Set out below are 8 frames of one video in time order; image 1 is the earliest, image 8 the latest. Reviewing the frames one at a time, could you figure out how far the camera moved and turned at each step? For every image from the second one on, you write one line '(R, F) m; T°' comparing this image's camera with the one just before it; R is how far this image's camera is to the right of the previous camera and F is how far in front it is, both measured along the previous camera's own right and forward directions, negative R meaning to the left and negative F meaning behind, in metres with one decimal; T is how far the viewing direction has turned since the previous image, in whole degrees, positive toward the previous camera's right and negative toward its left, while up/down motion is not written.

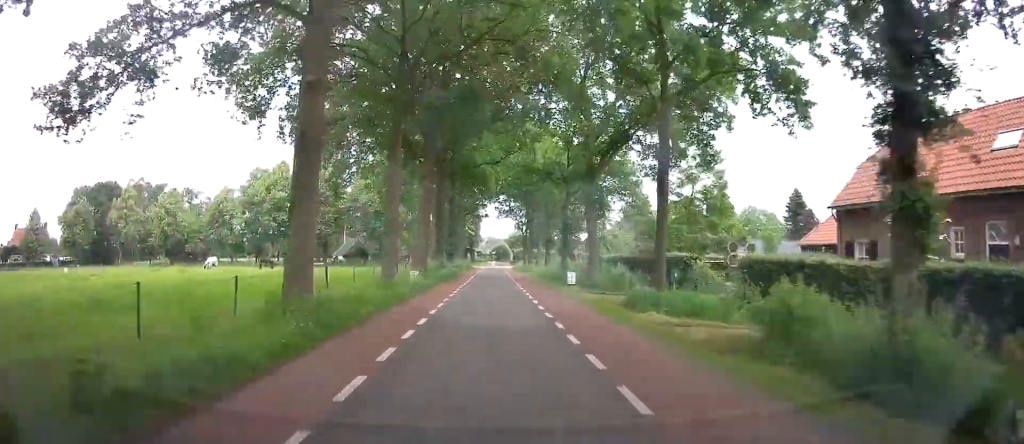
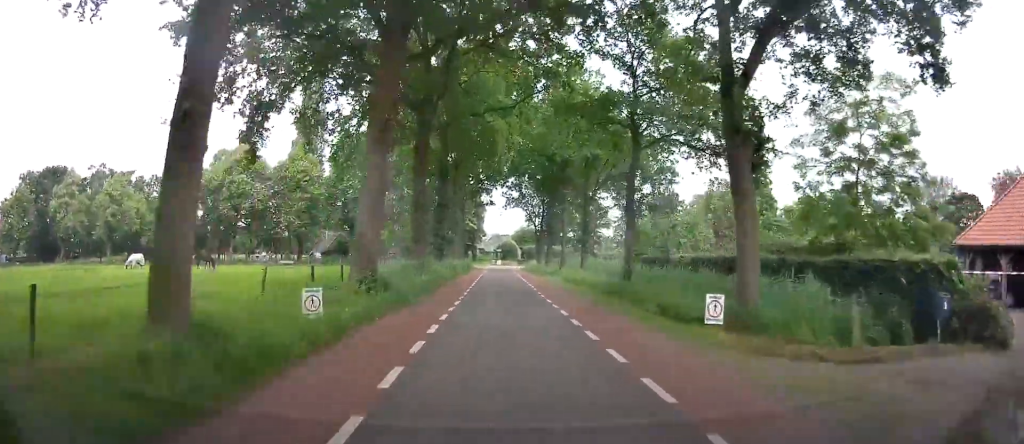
(-0.6, +14.5) m; -2°
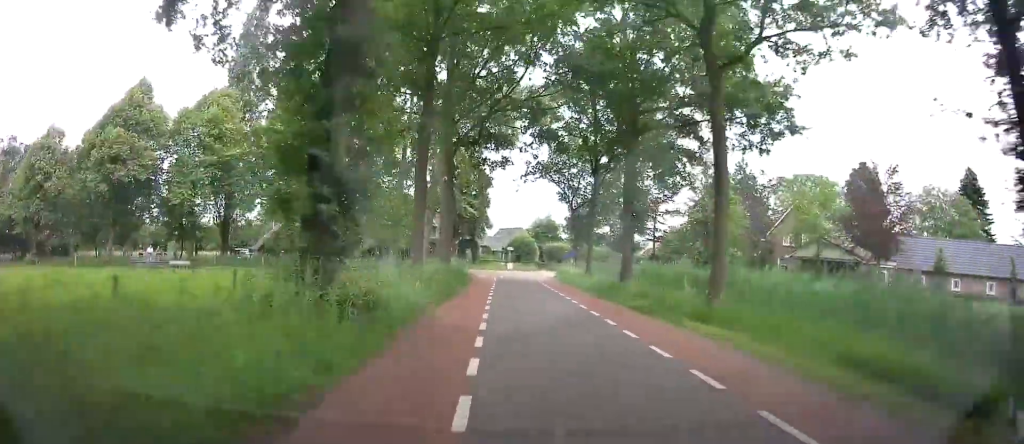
(+0.7, +24.7) m; +3°
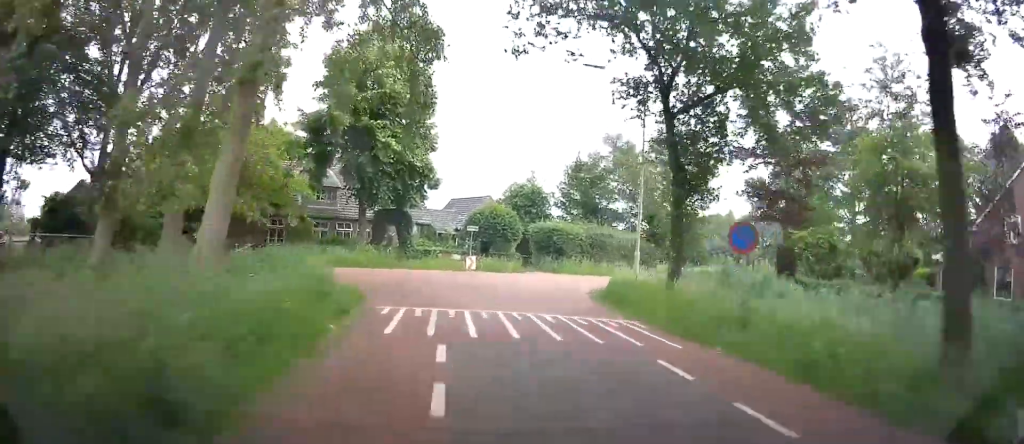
(+0.3, +26.7) m; +5°
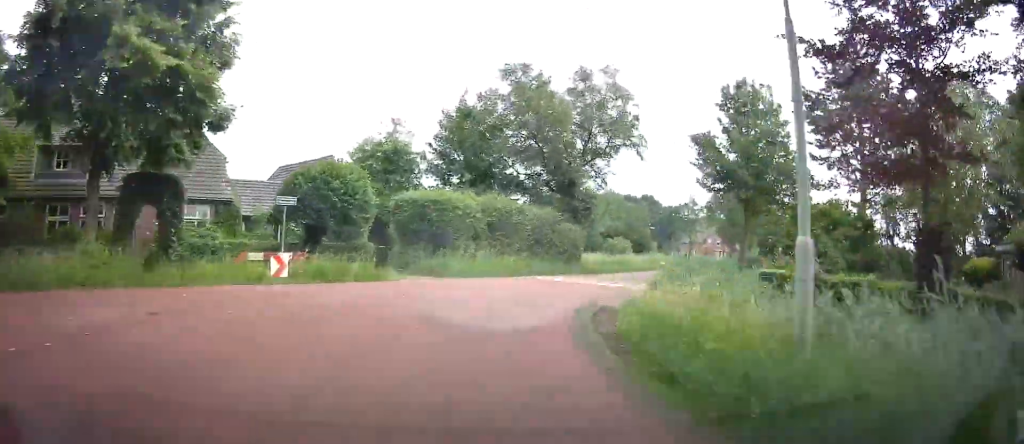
(+1.1, +15.6) m; +10°
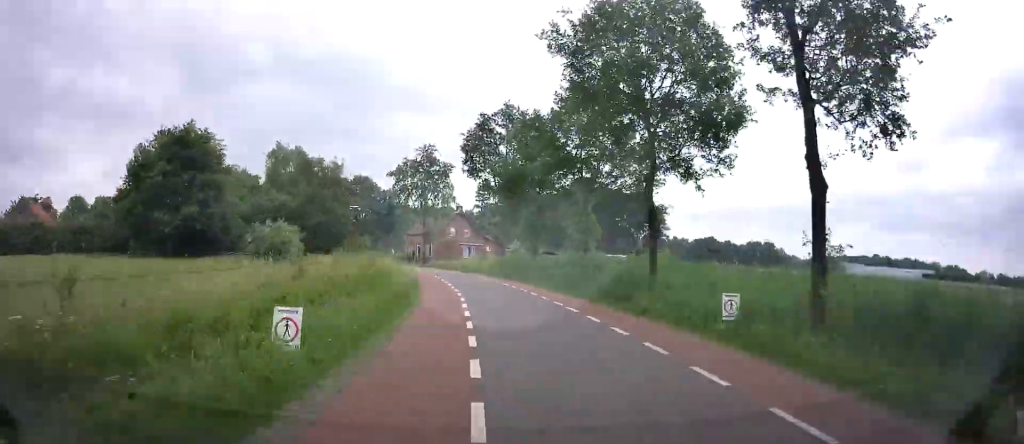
(+12.9, +46.4) m; +20°
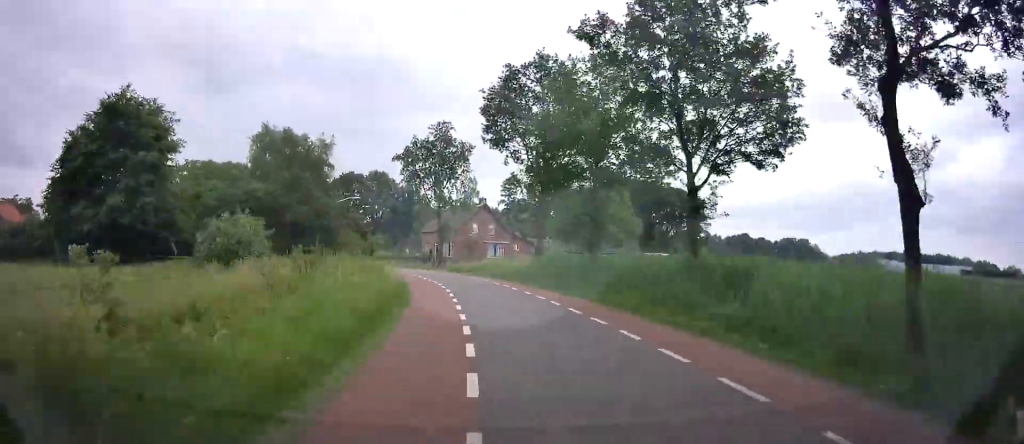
(0.0, +10.3) m; -1°
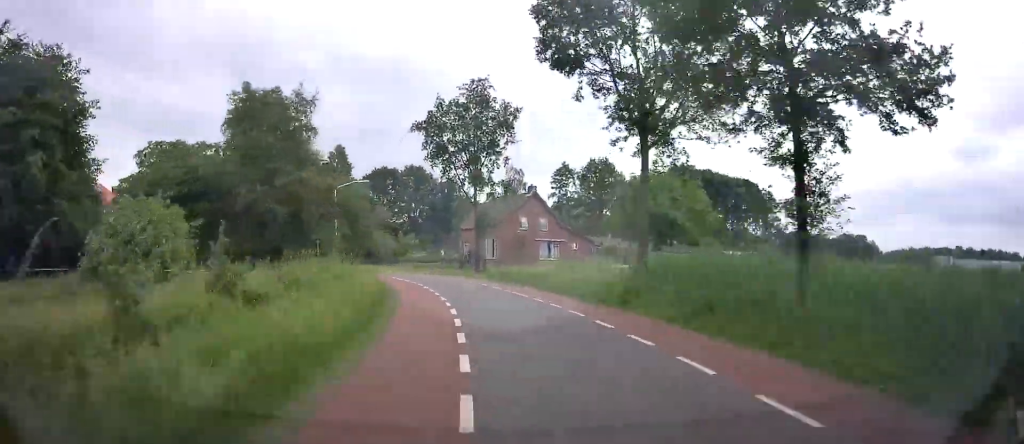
(-0.2, +13.2) m; -2°
